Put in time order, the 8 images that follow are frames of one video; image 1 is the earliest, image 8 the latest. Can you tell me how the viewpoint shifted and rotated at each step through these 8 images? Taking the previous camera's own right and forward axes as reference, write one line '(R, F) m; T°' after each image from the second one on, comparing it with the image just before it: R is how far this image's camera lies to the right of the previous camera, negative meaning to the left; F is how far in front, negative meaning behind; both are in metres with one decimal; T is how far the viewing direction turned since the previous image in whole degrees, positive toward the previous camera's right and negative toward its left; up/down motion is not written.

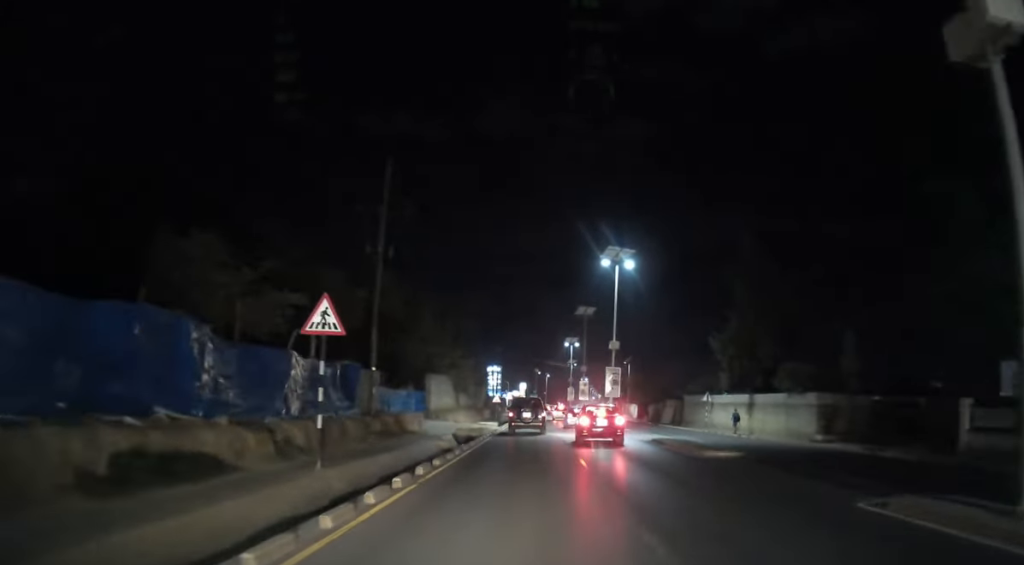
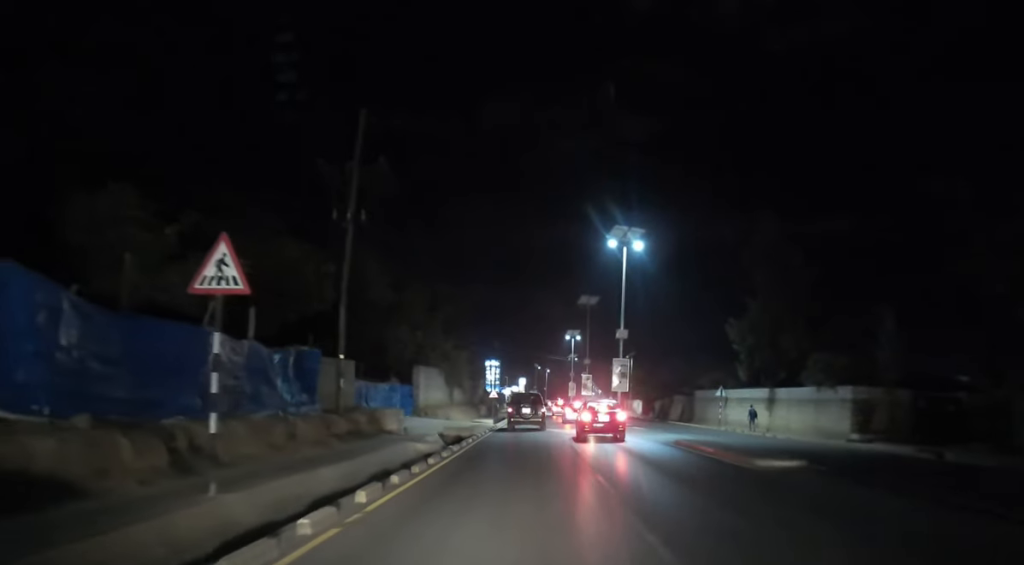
(-0.1, +4.6) m; 0°
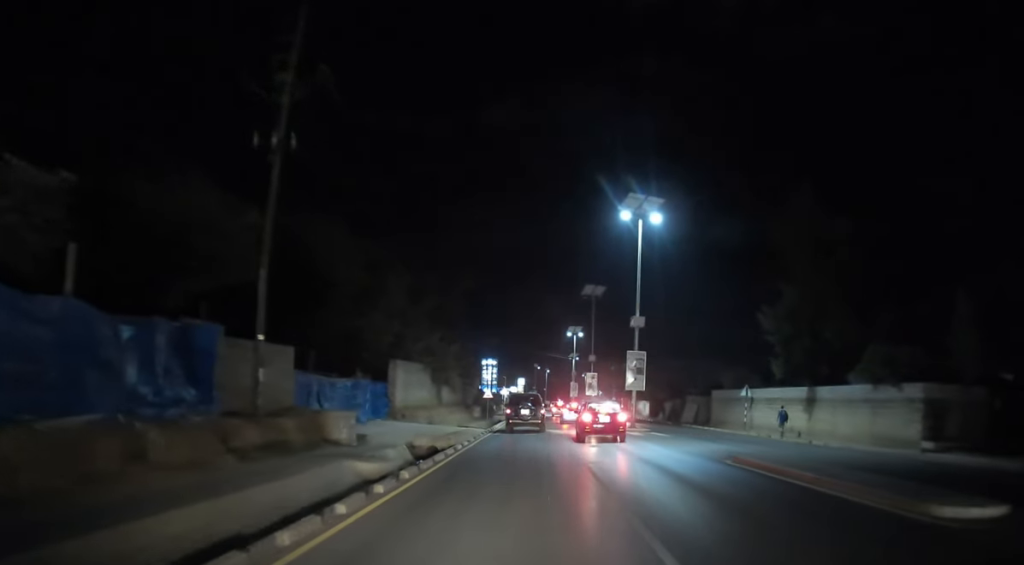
(+0.2, +7.0) m; 0°
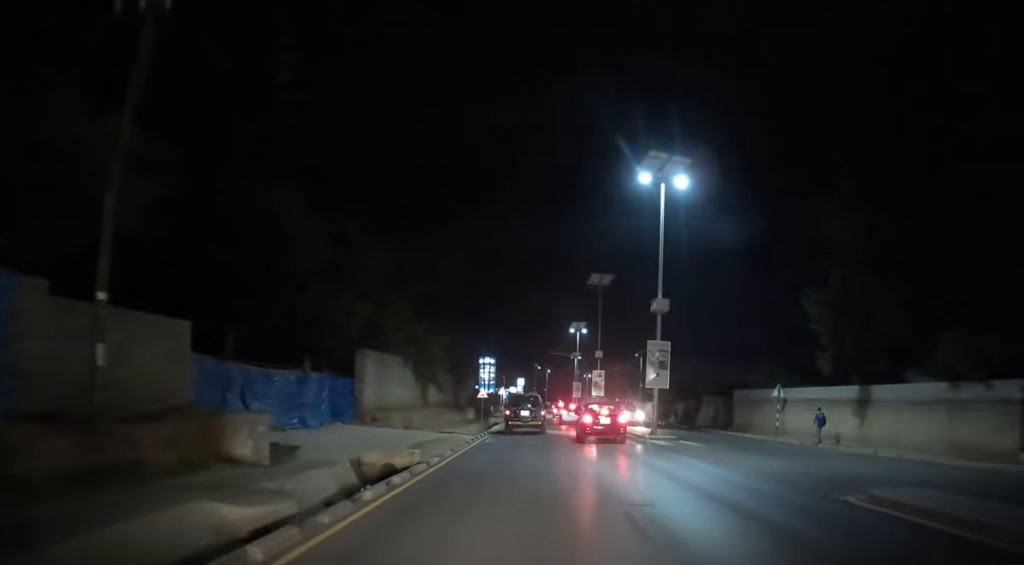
(0.0, +6.7) m; 0°
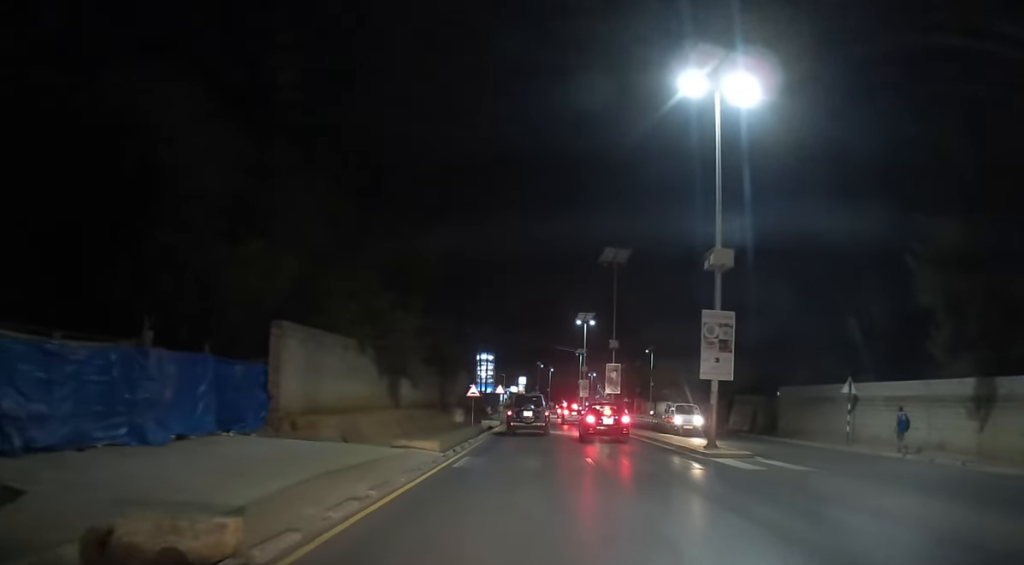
(-0.1, +10.0) m; +1°
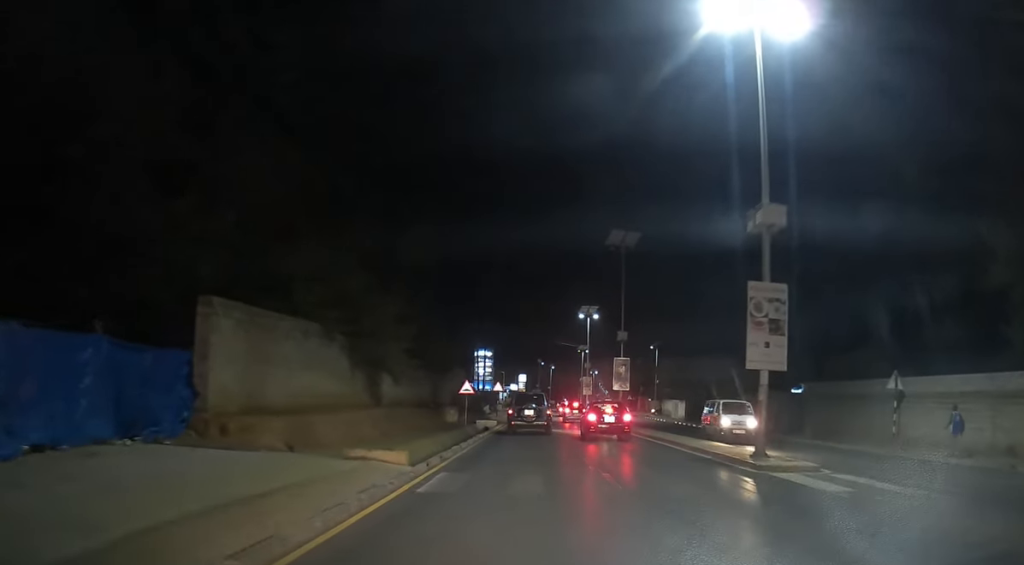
(+0.1, +4.6) m; +1°
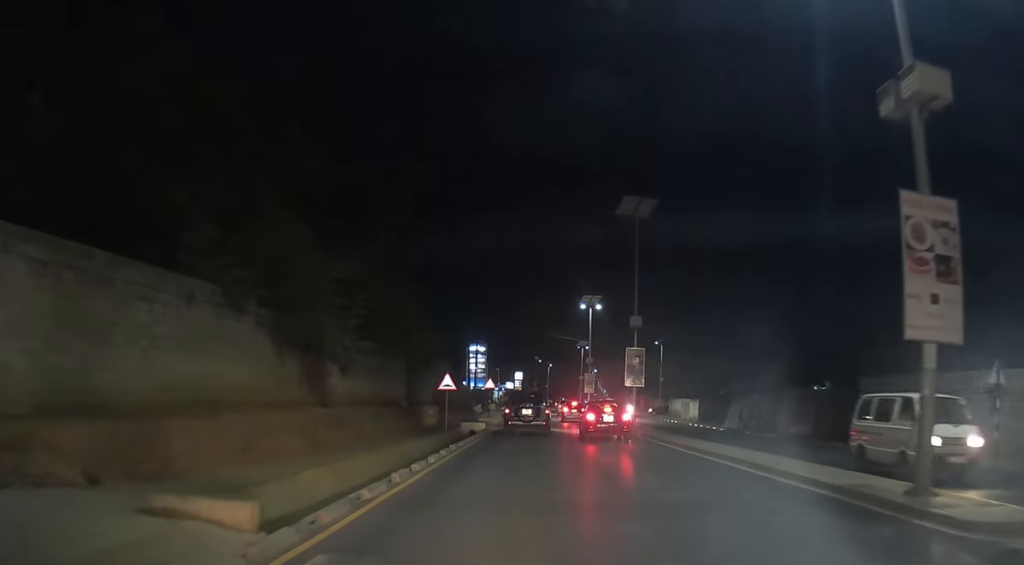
(0.0, +7.5) m; 0°
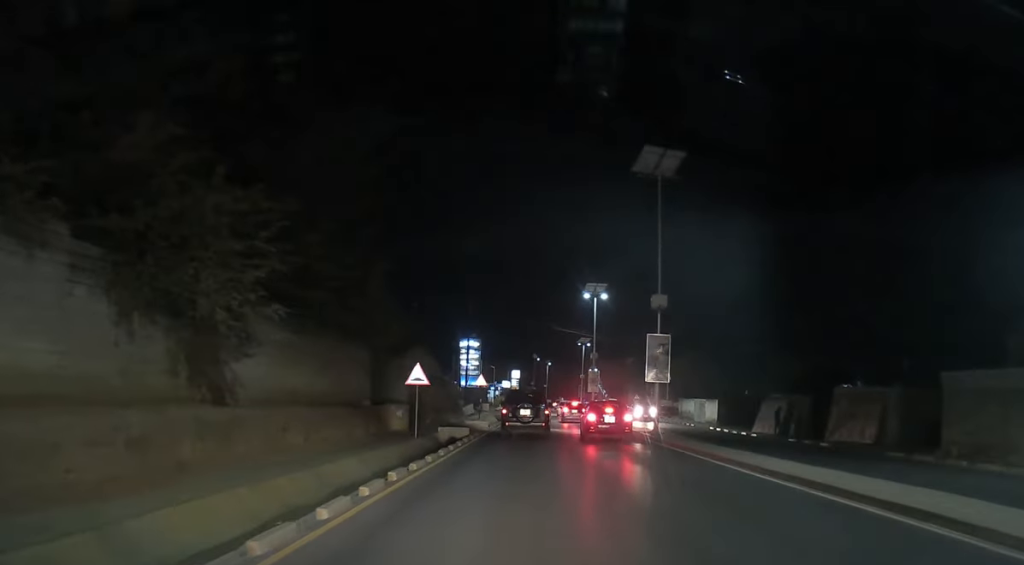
(0.0, +7.7) m; -1°
